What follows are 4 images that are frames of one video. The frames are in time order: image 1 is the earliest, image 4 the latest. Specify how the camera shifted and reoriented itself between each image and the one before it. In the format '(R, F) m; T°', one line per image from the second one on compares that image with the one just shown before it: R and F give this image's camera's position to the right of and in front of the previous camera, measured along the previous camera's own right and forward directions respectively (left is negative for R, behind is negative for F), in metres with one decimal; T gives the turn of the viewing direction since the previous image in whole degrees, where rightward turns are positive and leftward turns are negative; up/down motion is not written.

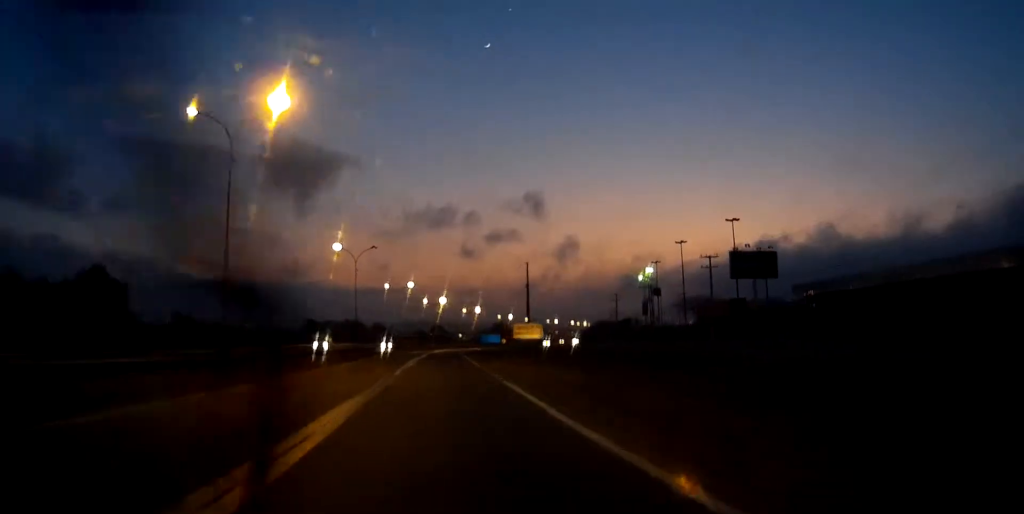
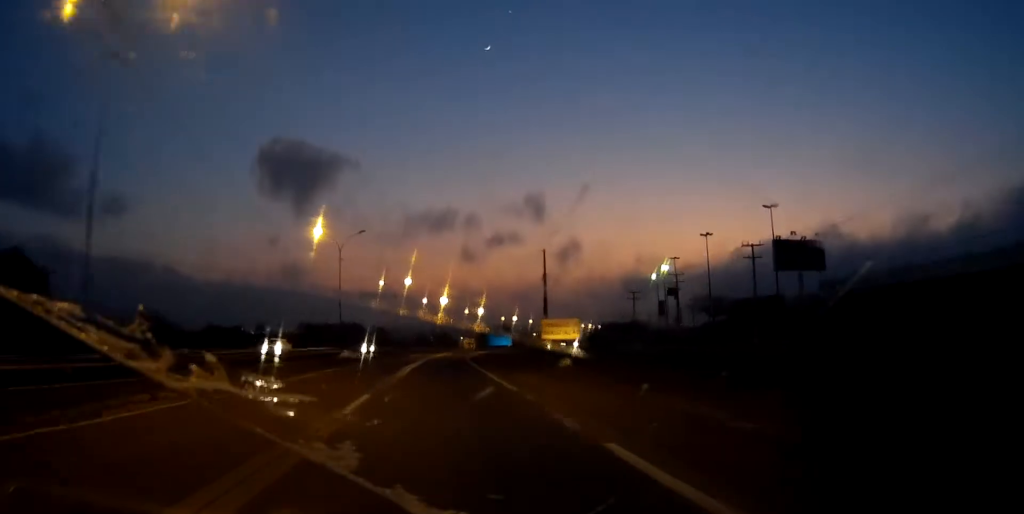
(0.0, +13.4) m; 0°
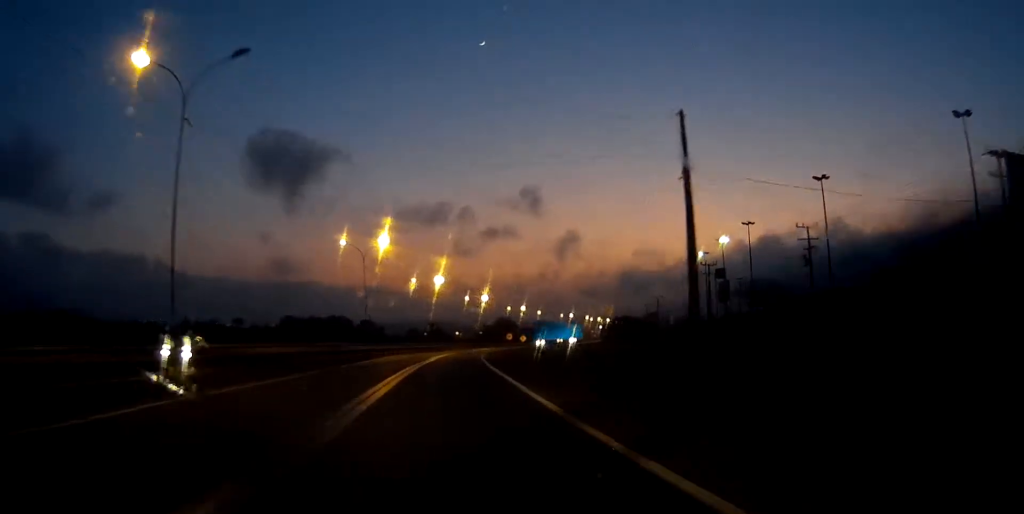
(+0.3, +43.1) m; +1°
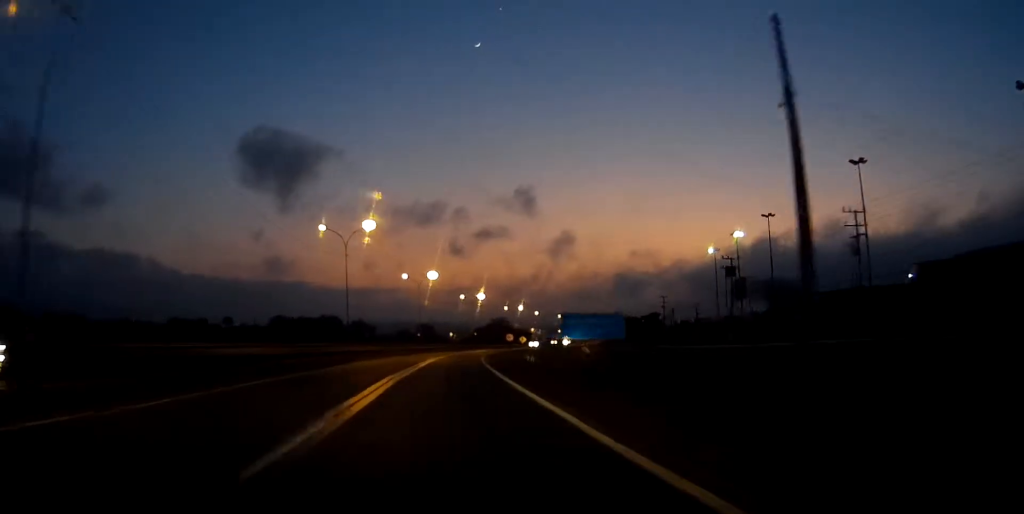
(0.0, +9.9) m; 0°
